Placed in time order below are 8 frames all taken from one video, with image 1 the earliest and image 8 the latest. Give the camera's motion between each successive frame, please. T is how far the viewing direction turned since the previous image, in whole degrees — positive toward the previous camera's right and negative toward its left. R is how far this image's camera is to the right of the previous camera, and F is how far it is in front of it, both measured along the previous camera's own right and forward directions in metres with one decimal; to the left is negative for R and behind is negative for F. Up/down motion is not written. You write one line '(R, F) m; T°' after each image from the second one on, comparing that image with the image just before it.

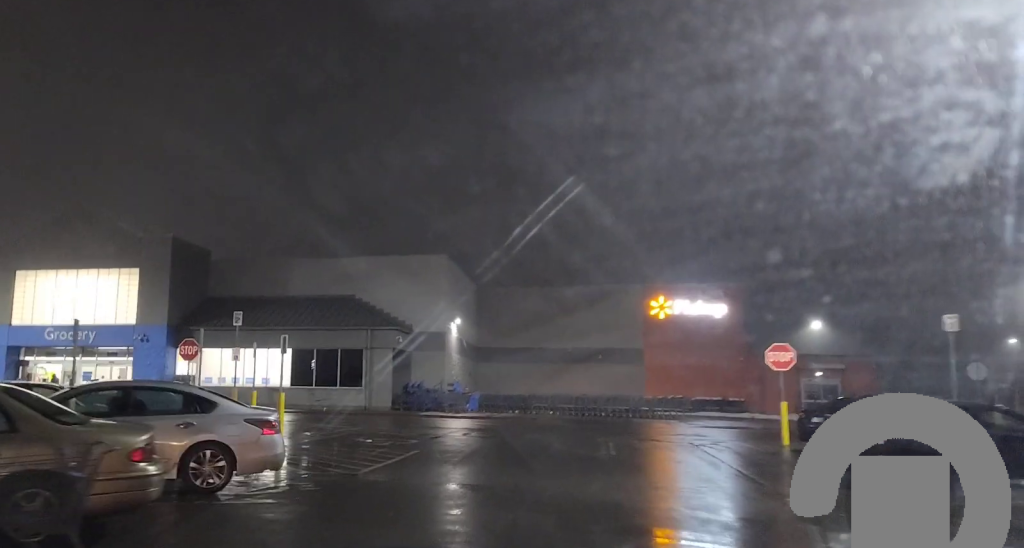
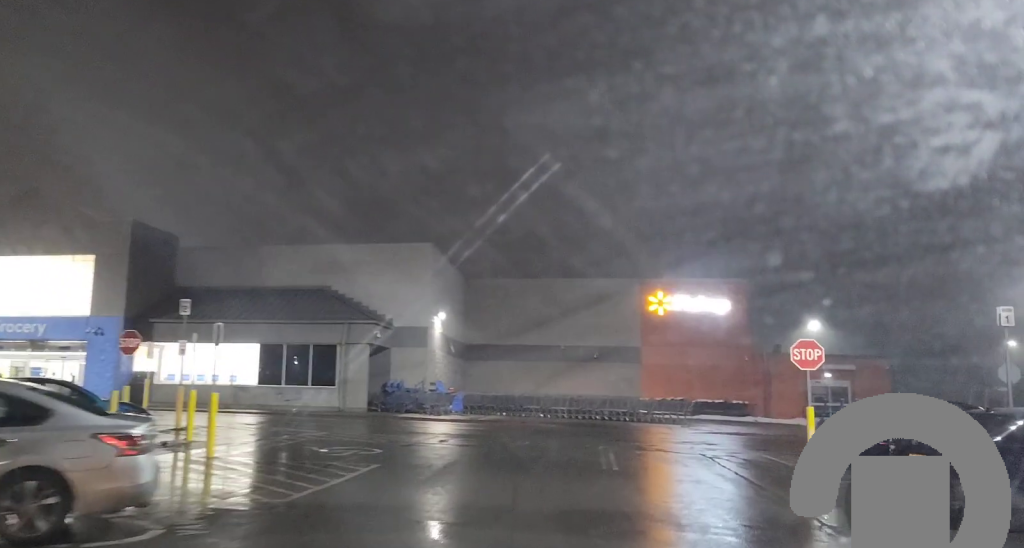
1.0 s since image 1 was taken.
(+0.1, +3.4) m; +7°
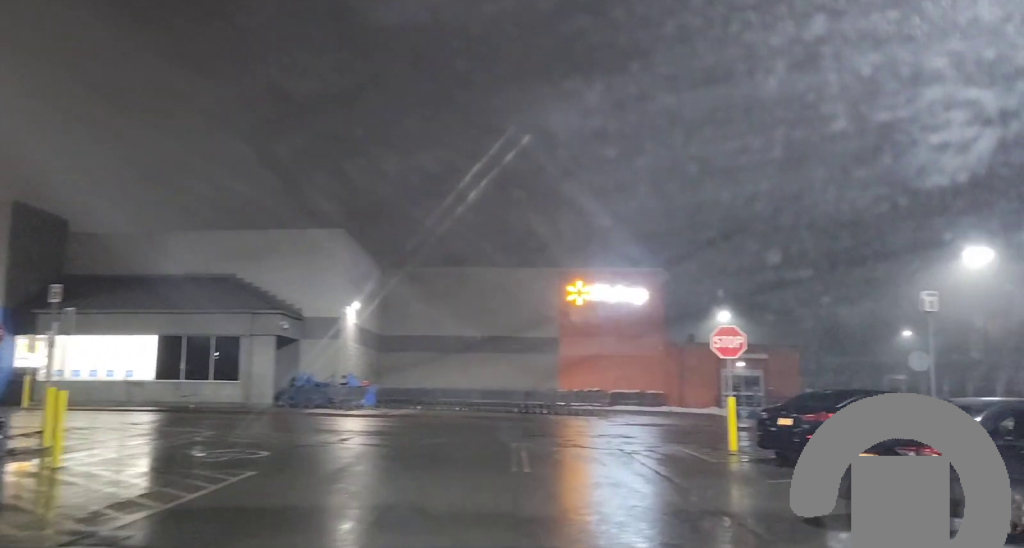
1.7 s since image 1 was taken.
(+0.2, +2.2) m; +7°
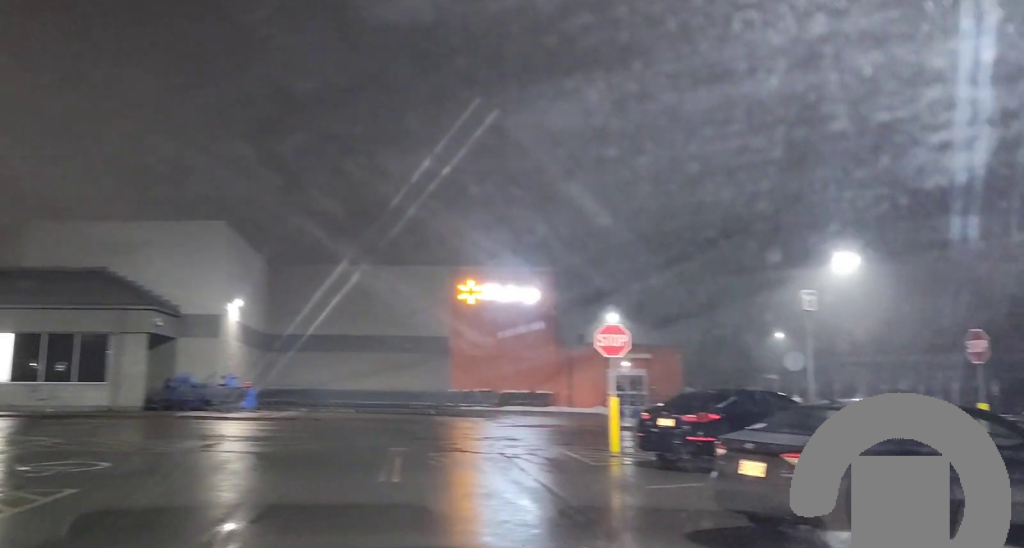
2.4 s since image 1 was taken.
(+0.1, +1.7) m; +7°
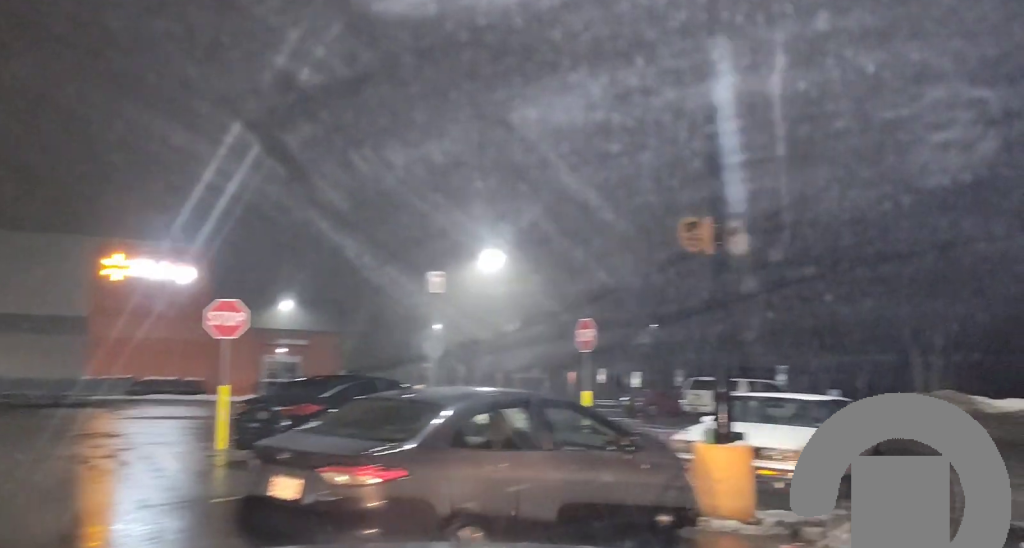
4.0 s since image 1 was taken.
(+0.6, +3.5) m; +25°
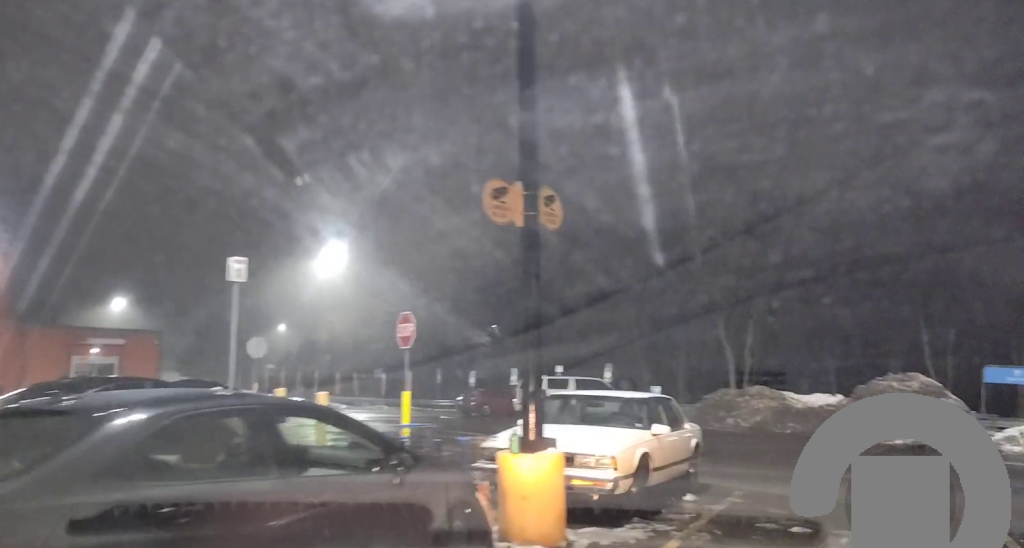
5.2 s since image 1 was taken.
(+0.3, +2.0) m; +8°
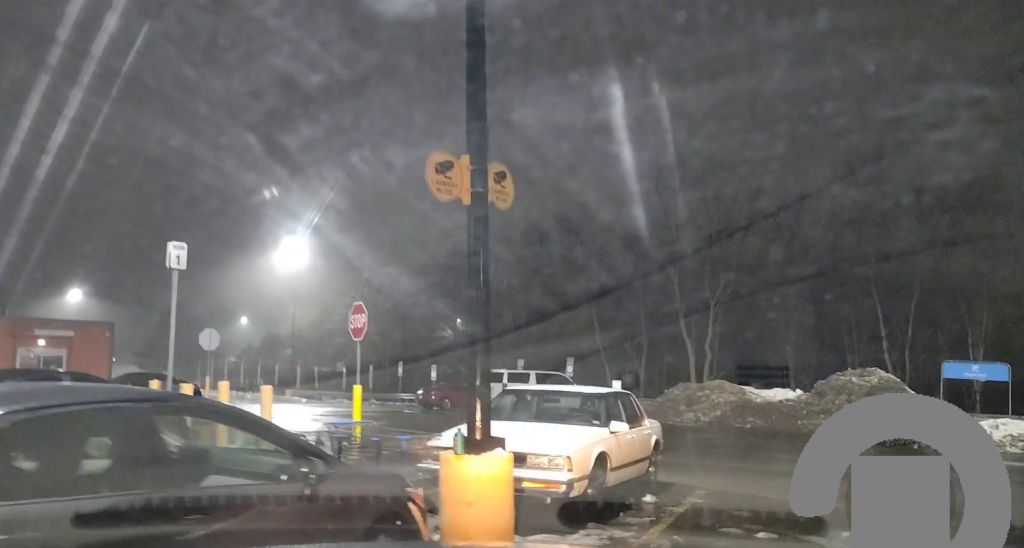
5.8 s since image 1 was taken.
(0.0, +0.8) m; 0°
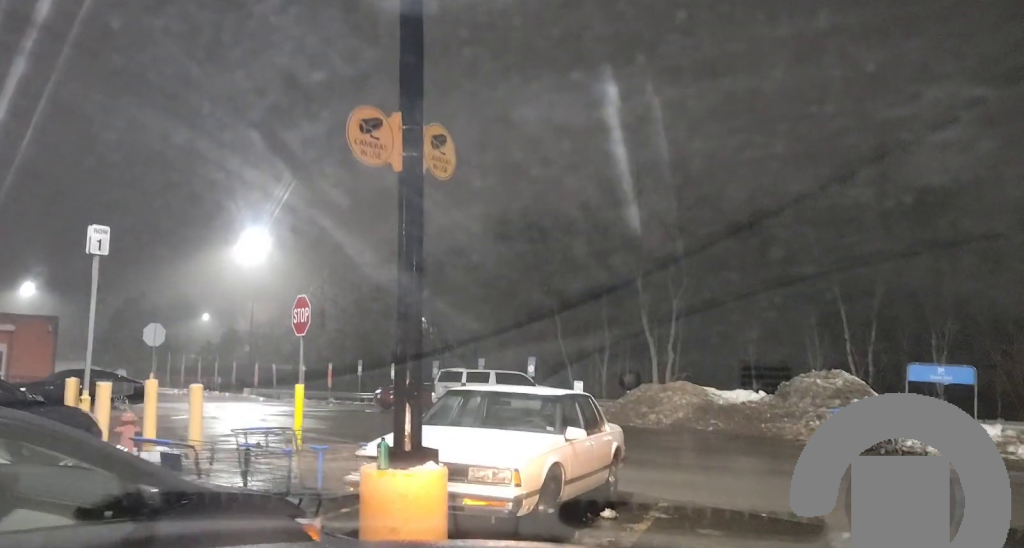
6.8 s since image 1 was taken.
(0.0, +1.2) m; 0°
